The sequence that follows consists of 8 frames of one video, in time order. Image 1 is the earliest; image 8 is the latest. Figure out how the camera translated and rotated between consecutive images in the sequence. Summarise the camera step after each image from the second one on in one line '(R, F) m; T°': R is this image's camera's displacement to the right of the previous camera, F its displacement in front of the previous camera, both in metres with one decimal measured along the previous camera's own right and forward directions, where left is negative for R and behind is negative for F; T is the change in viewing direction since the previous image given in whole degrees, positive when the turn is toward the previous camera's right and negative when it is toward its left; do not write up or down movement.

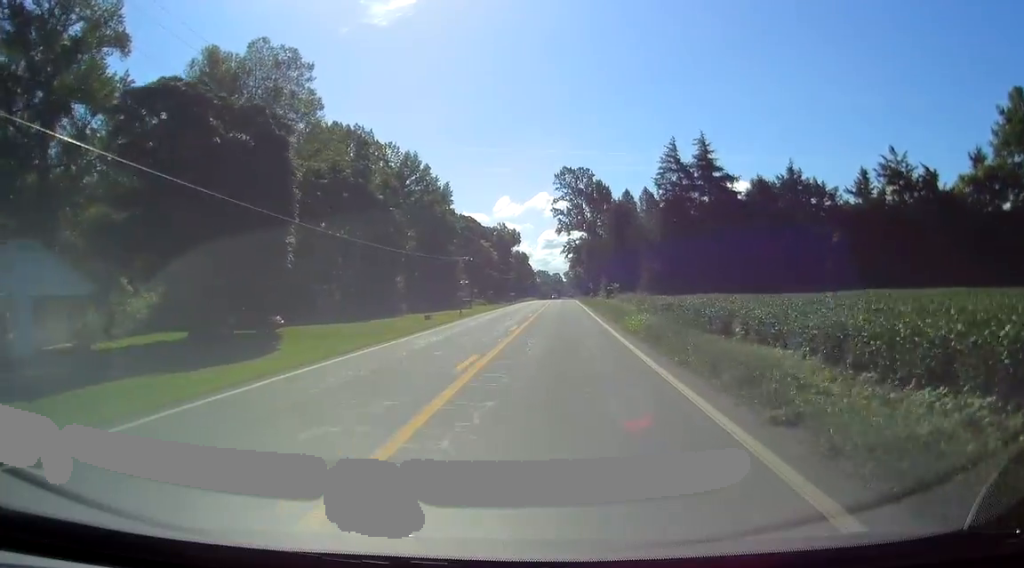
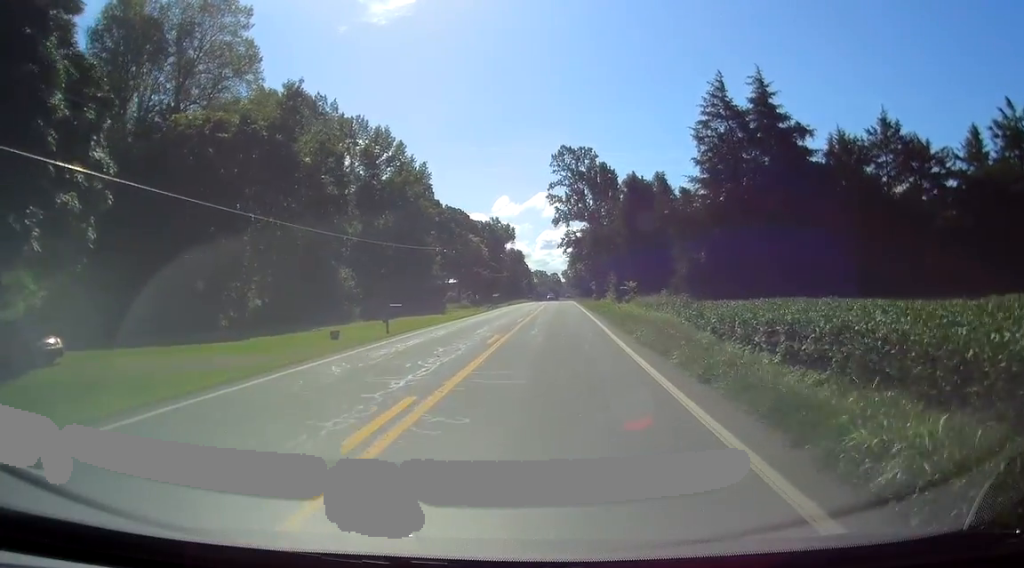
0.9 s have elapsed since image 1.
(-0.1, +17.9) m; 0°
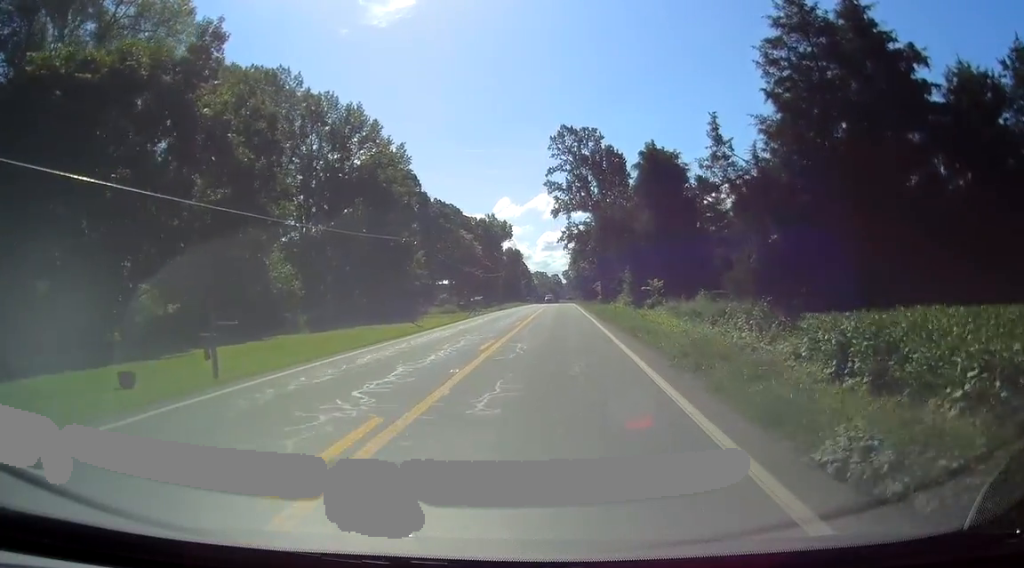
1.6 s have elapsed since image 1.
(+0.2, +13.6) m; 0°
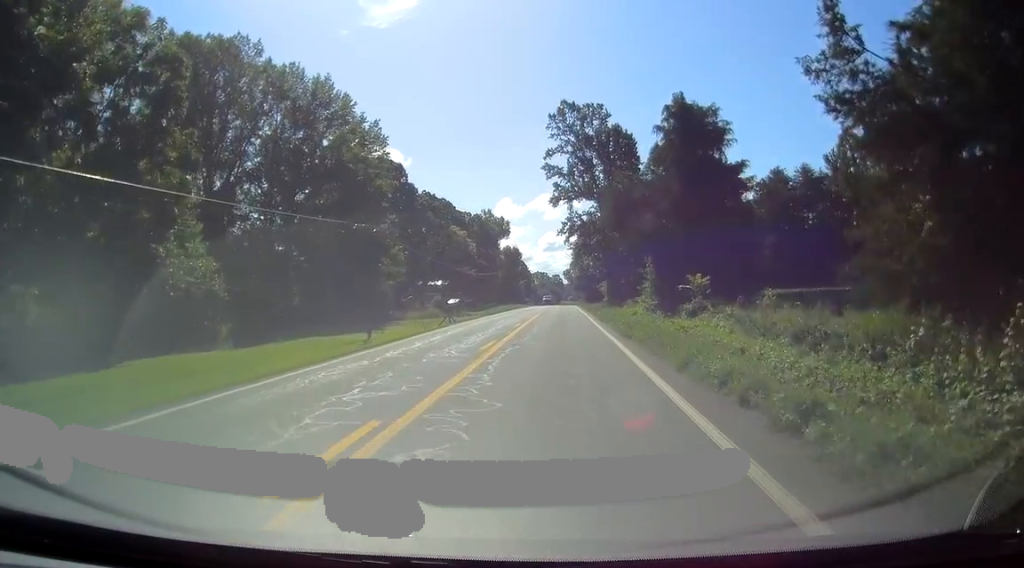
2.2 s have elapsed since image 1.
(-0.1, +12.0) m; 0°
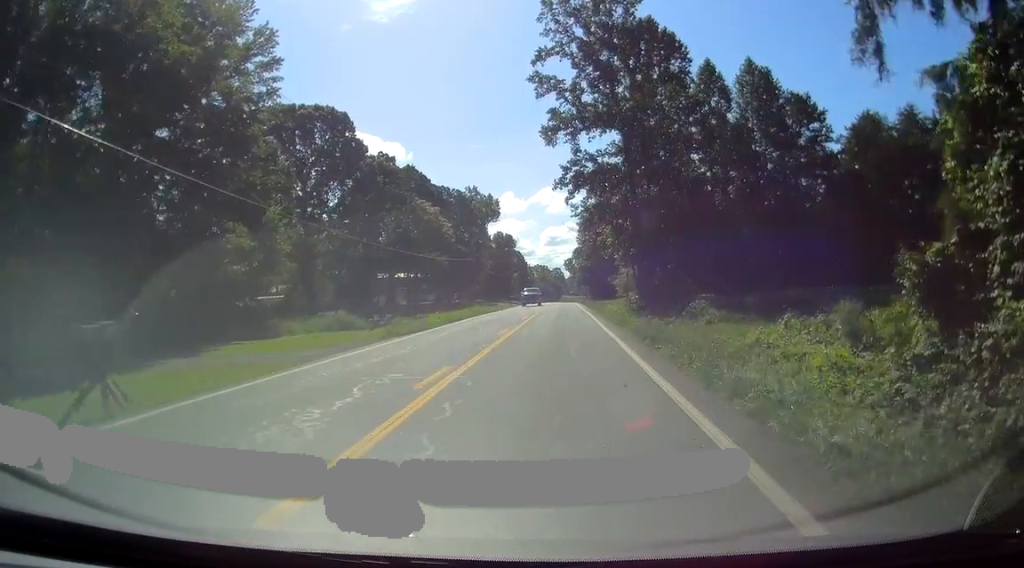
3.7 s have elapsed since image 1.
(-0.2, +31.1) m; 0°
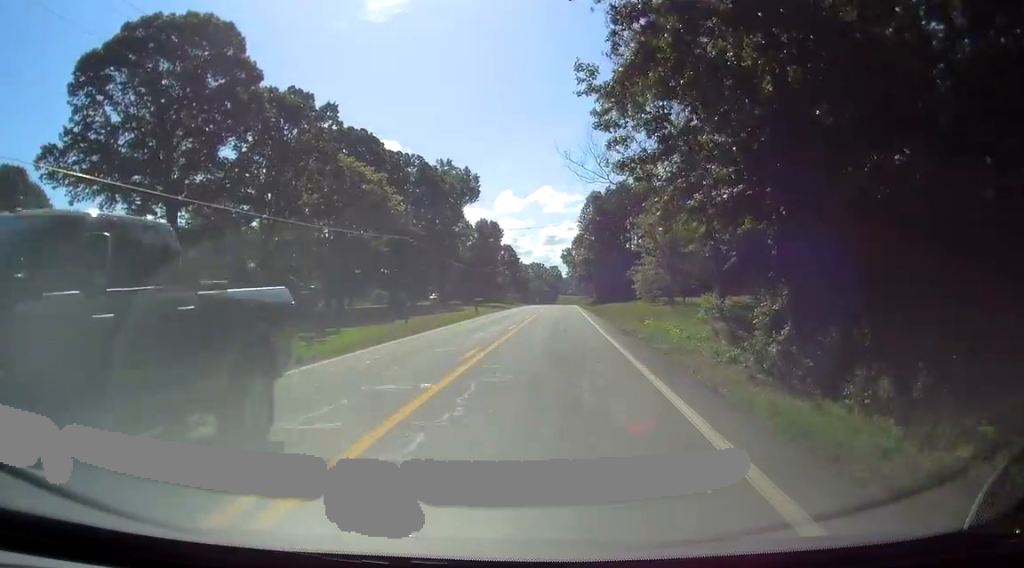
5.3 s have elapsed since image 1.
(+0.3, +31.7) m; +1°
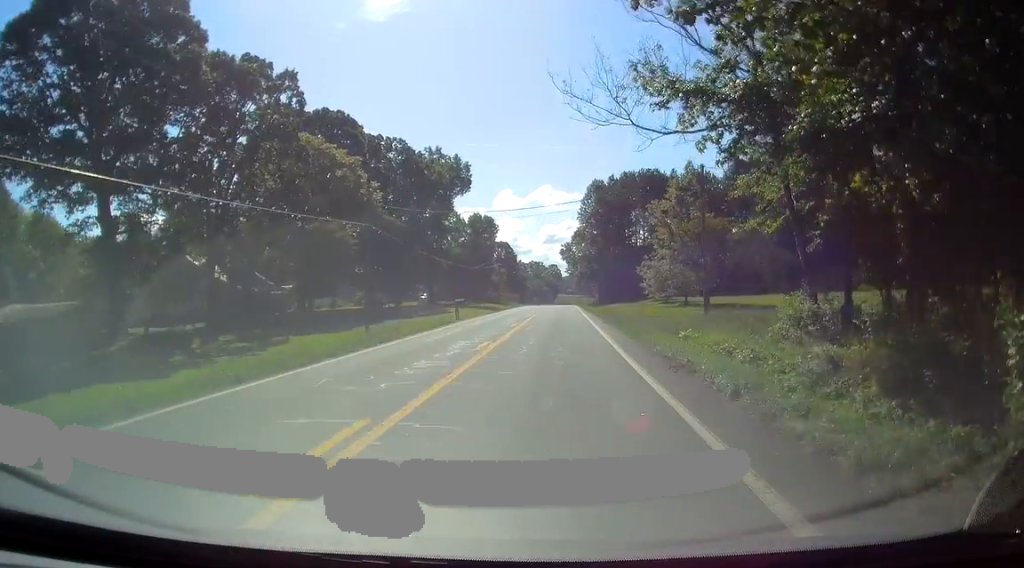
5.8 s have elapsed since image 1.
(0.0, +9.8) m; 0°
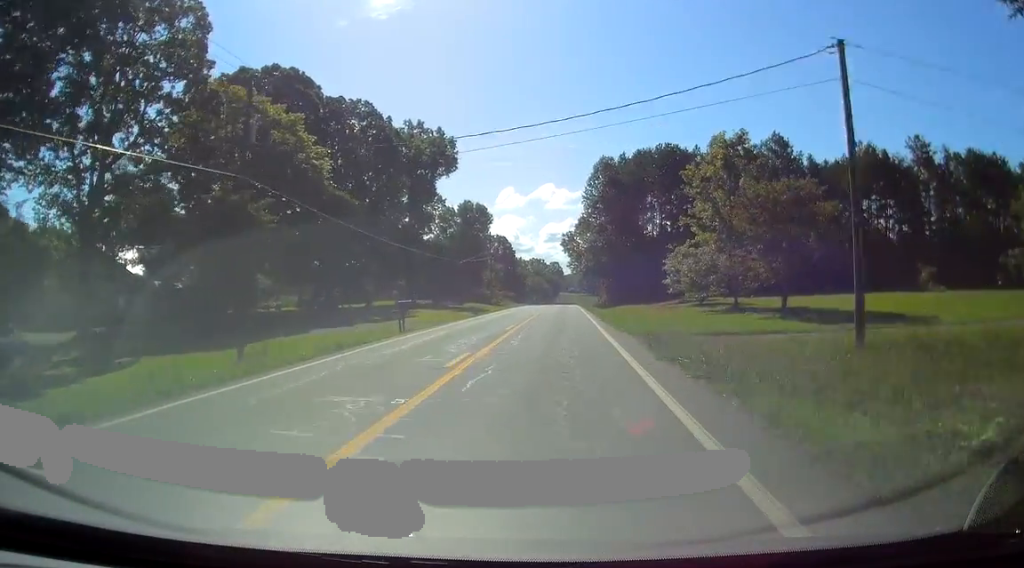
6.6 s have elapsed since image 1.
(0.0, +16.4) m; 0°
